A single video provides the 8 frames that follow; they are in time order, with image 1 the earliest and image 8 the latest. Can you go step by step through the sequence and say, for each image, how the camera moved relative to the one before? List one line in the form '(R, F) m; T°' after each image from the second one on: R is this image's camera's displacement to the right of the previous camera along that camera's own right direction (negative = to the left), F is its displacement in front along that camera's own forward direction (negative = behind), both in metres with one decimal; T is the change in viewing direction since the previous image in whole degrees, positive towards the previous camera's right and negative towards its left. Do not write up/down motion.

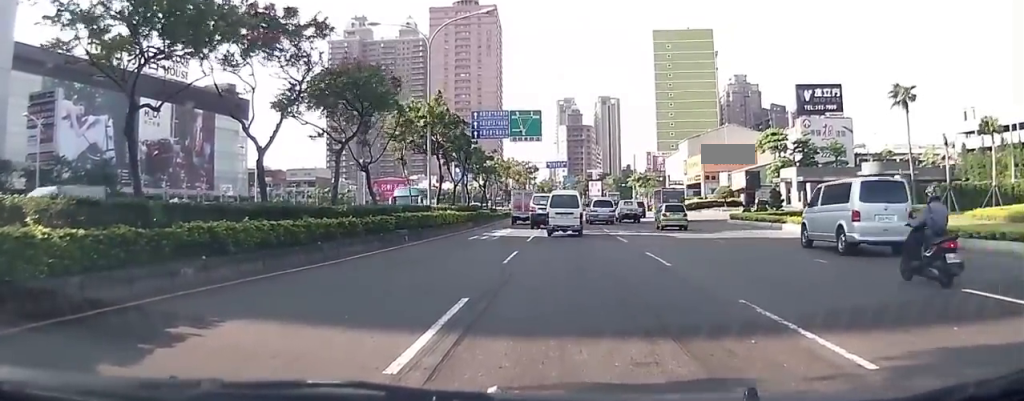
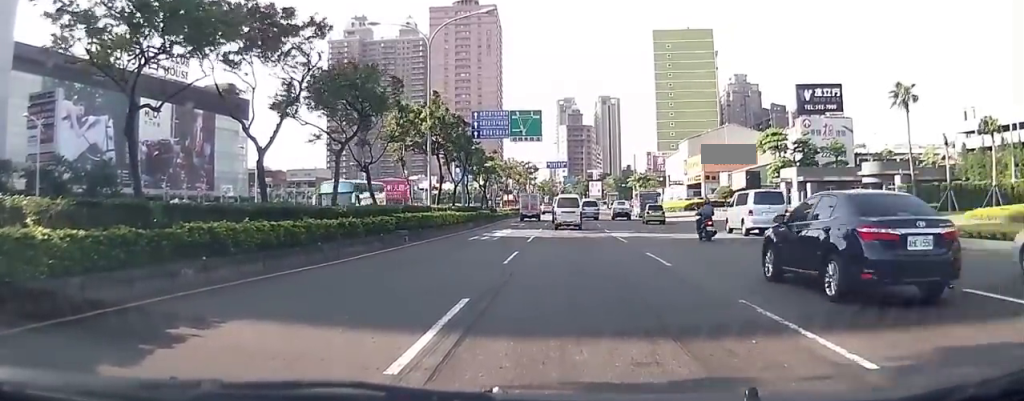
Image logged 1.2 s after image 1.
(0.0, 0.0) m; 0°
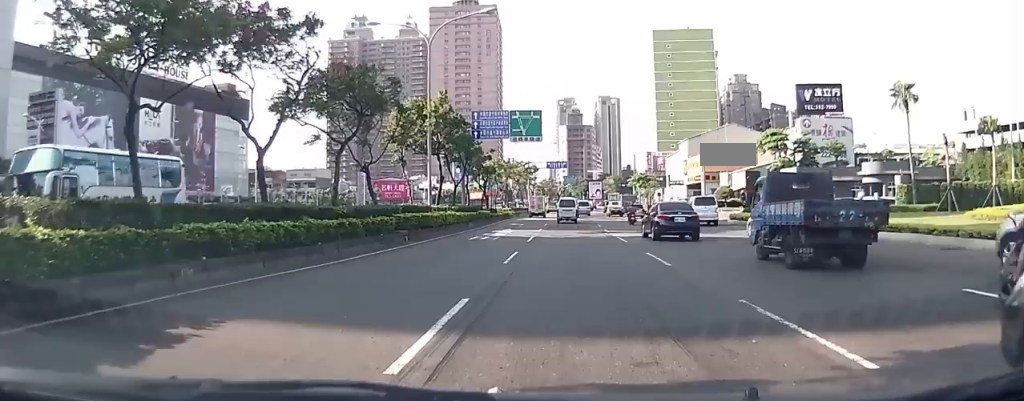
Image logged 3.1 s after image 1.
(0.0, 0.0) m; 0°
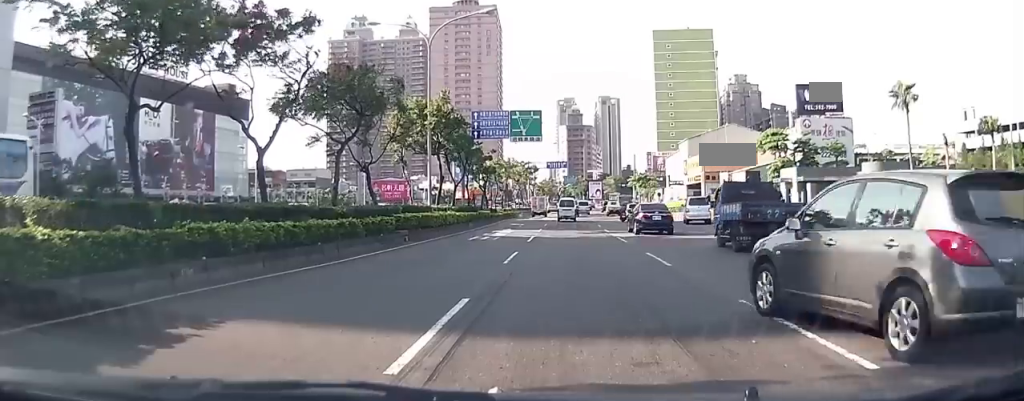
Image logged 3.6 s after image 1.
(0.0, 0.0) m; 0°
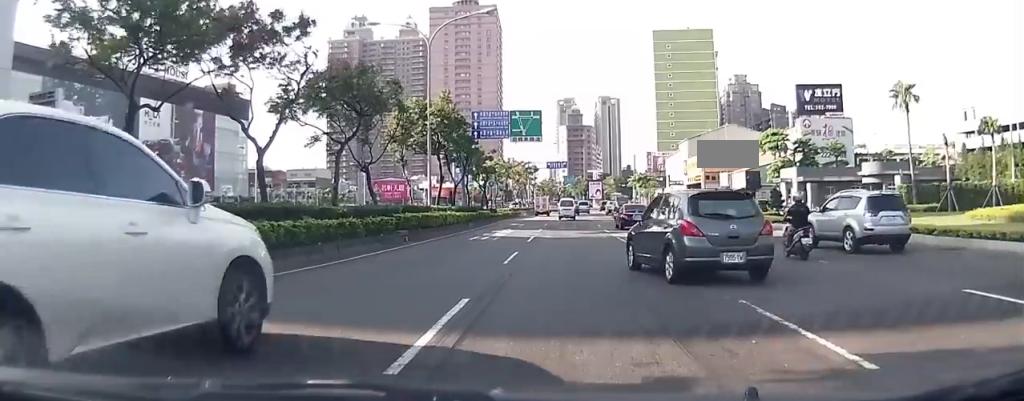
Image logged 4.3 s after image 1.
(0.0, 0.0) m; 0°
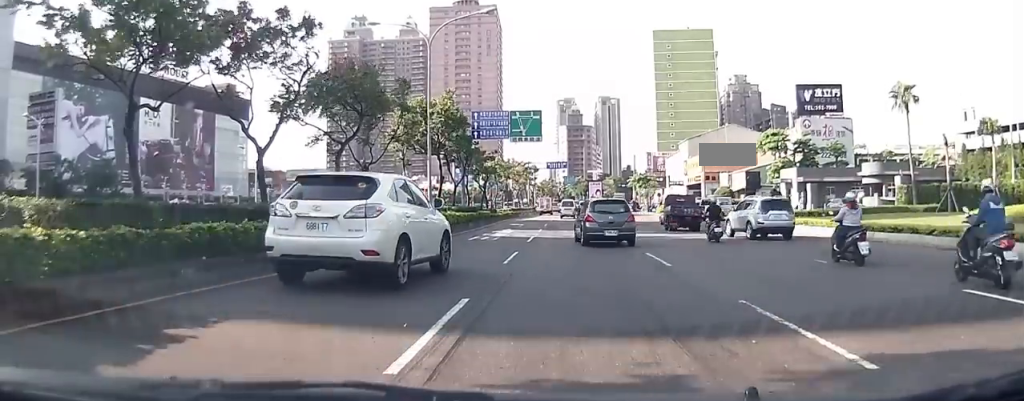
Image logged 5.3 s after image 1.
(+0.1, +0.2) m; 0°
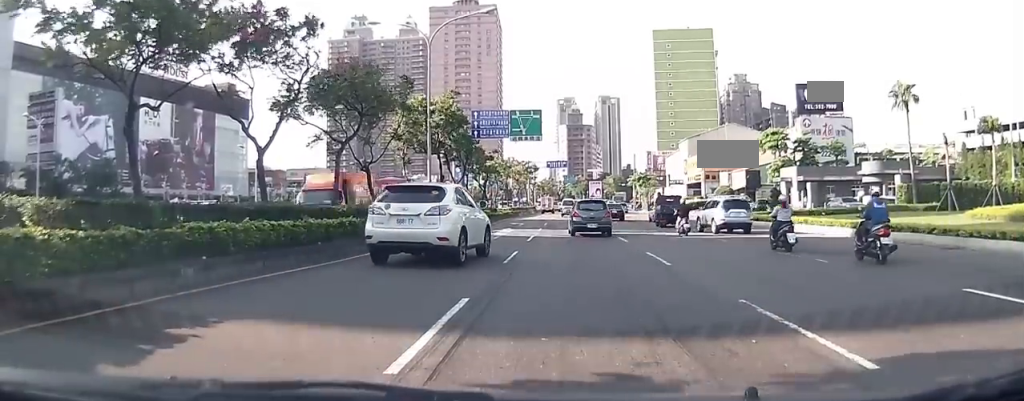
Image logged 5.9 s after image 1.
(0.0, 0.0) m; 0°
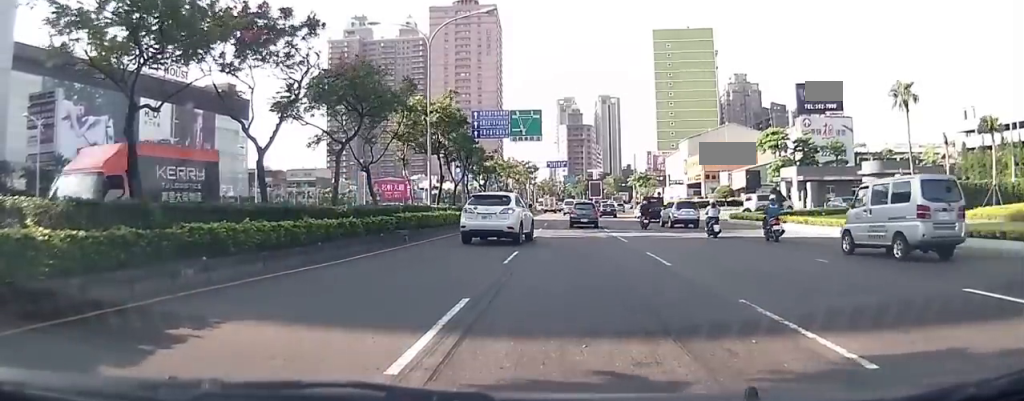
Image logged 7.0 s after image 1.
(+0.2, +0.3) m; 0°
